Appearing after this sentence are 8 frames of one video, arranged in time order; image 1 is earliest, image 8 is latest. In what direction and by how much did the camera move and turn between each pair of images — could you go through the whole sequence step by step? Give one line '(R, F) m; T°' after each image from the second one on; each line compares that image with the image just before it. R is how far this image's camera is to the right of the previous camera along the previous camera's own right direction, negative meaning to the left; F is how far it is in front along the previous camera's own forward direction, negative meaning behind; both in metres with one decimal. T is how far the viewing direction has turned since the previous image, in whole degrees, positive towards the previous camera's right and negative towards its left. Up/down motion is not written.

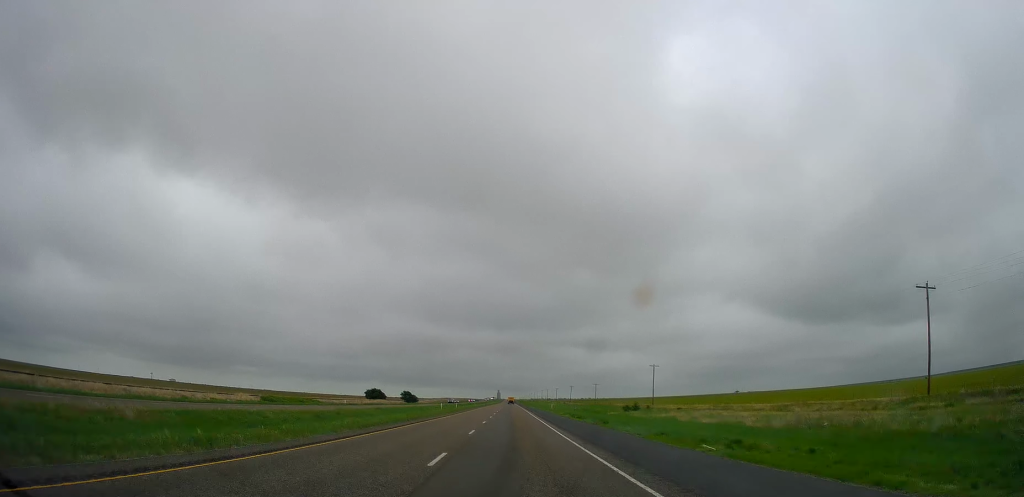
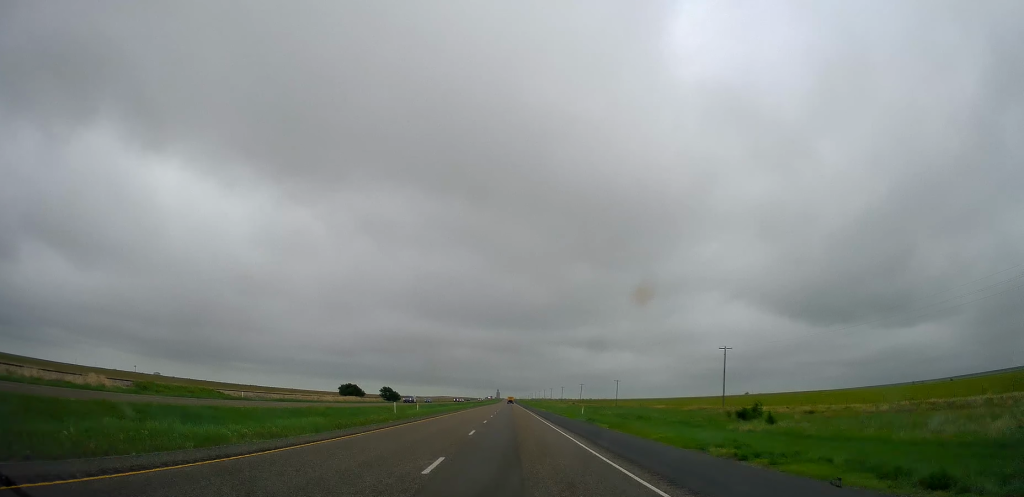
(-0.6, +50.6) m; 0°
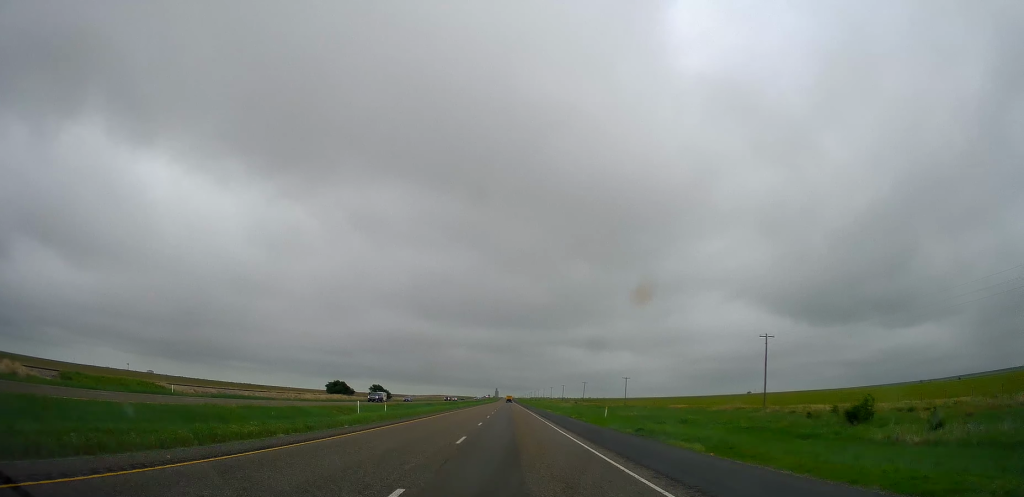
(+0.3, +17.7) m; +1°
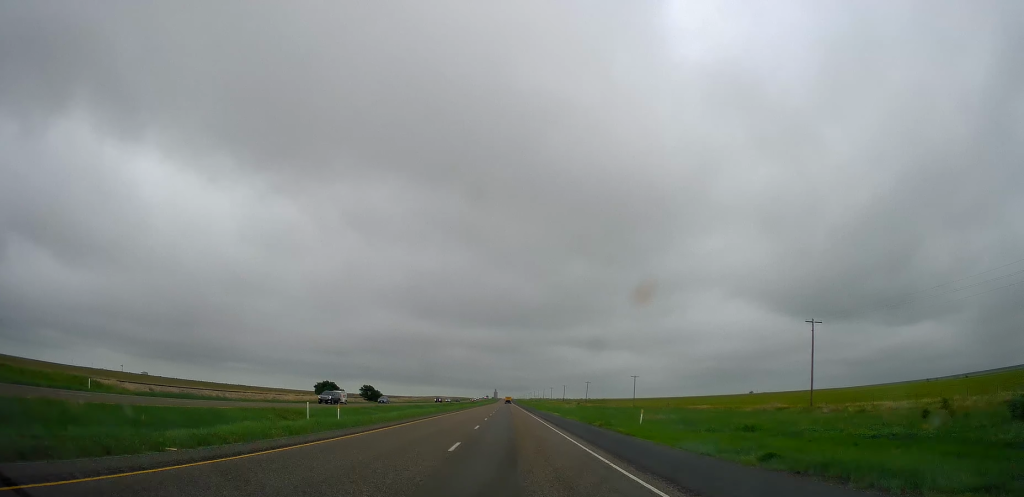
(+0.1, +13.6) m; 0°
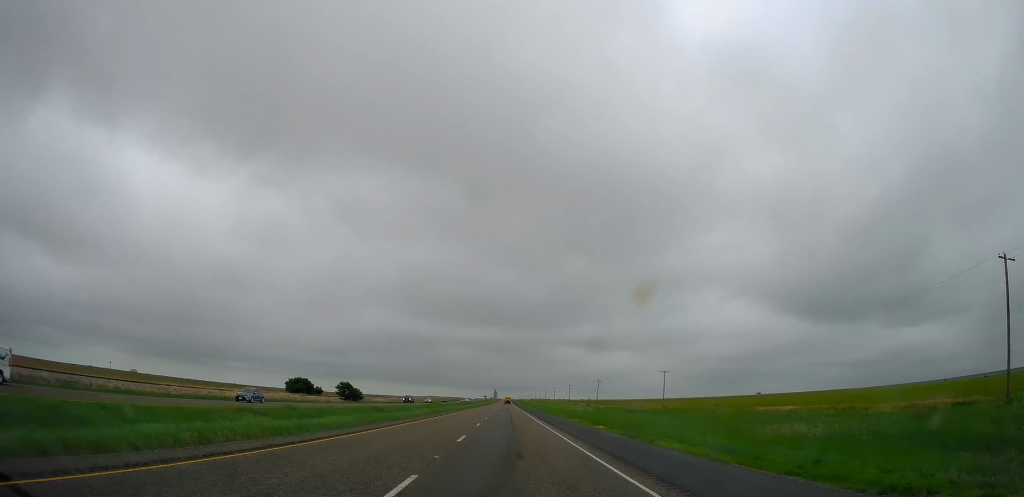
(+0.1, +32.6) m; 0°
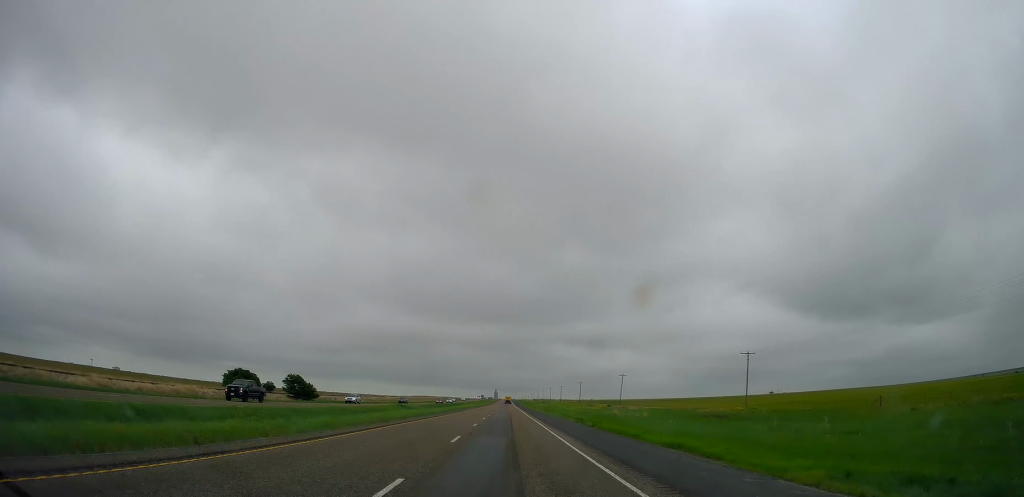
(-0.2, +49.3) m; 0°
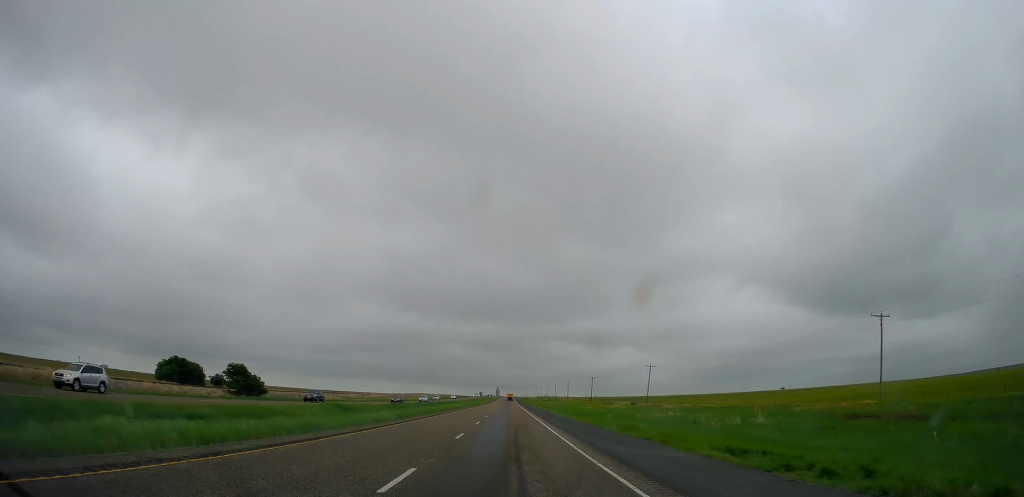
(0.0, +35.7) m; 0°
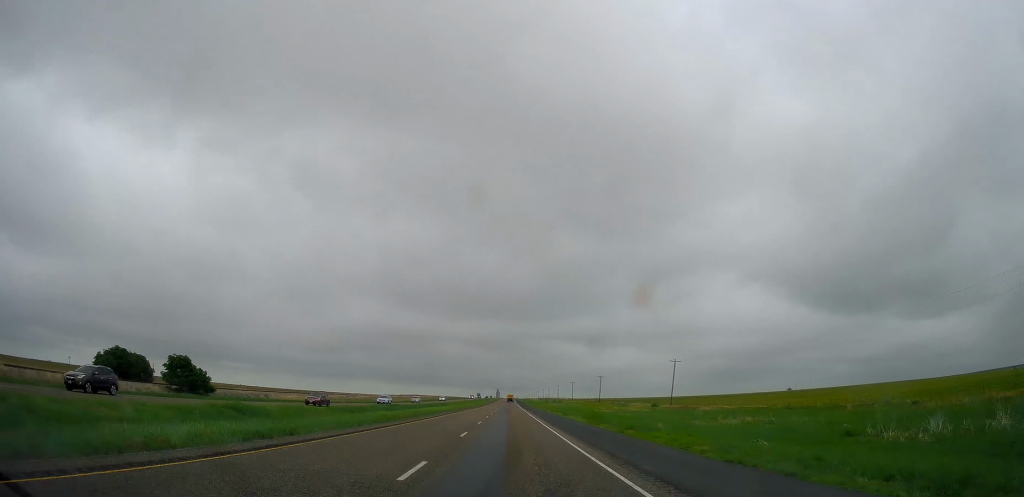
(0.0, +23.4) m; 0°
